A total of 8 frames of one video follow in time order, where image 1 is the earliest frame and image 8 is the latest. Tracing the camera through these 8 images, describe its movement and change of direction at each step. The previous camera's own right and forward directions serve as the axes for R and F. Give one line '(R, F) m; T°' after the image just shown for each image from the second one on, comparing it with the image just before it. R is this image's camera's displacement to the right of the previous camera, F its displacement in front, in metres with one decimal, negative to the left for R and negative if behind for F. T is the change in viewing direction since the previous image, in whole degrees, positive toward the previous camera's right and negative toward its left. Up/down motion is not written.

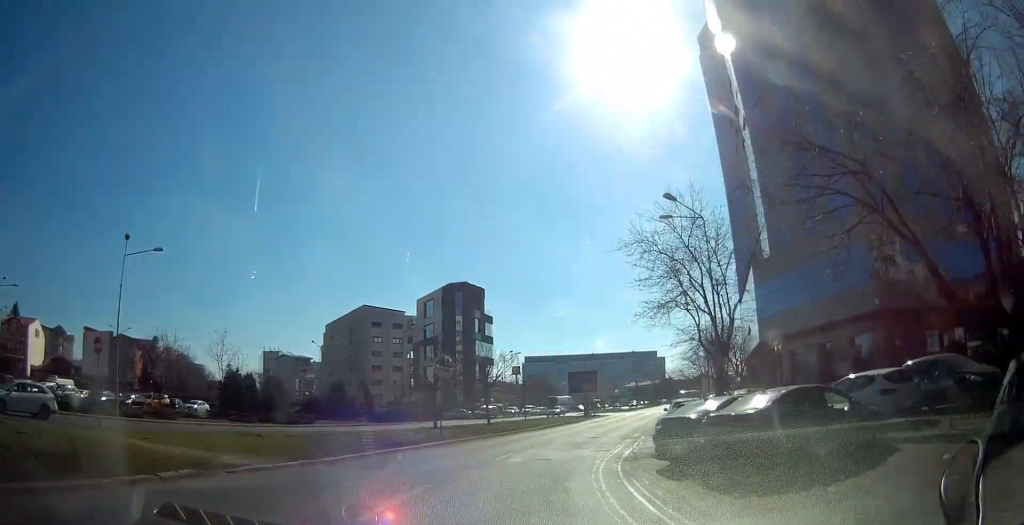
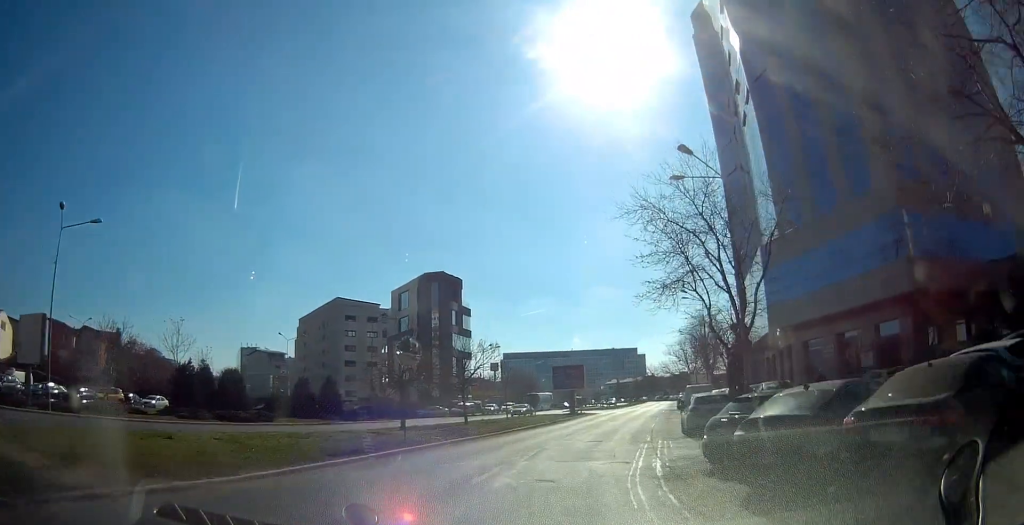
(0.0, +5.0) m; +1°
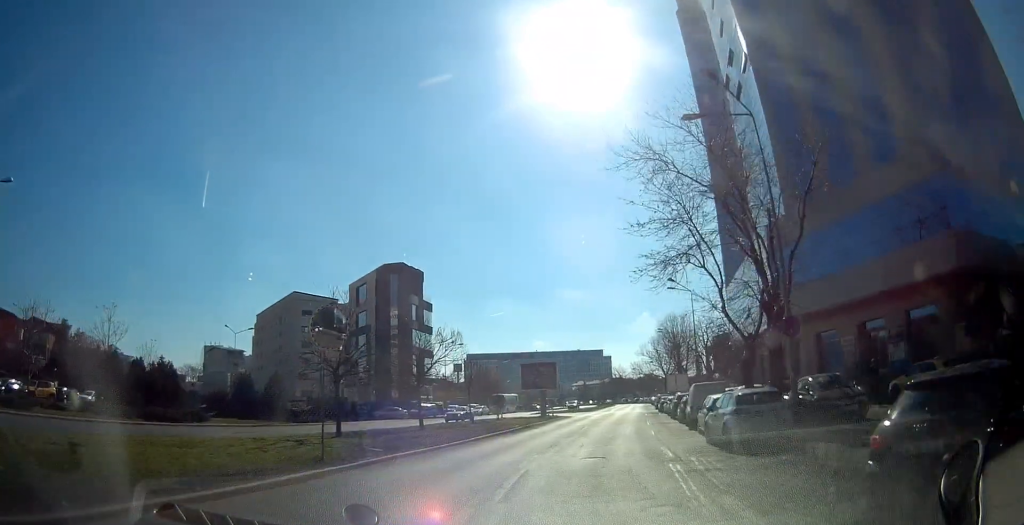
(-0.3, +6.0) m; +2°
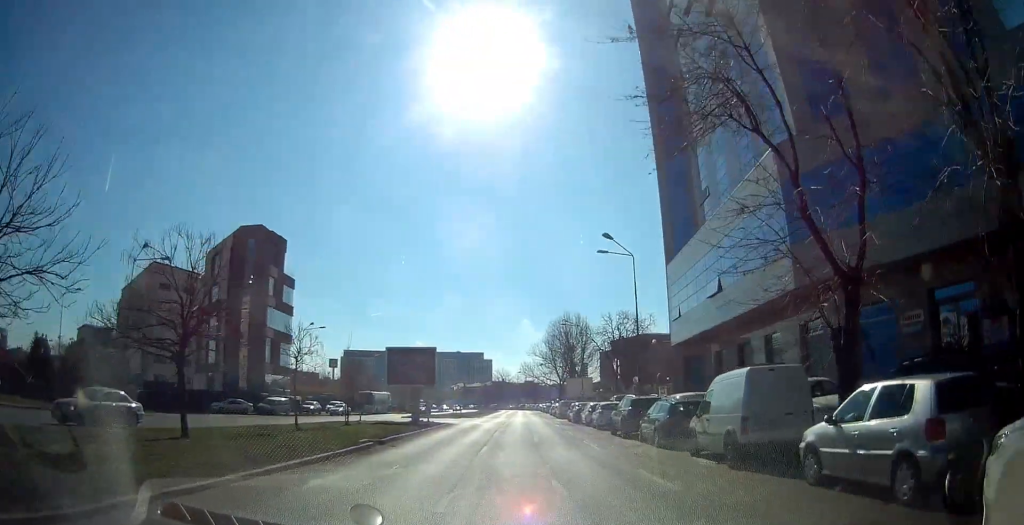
(+1.4, +14.0) m; +9°
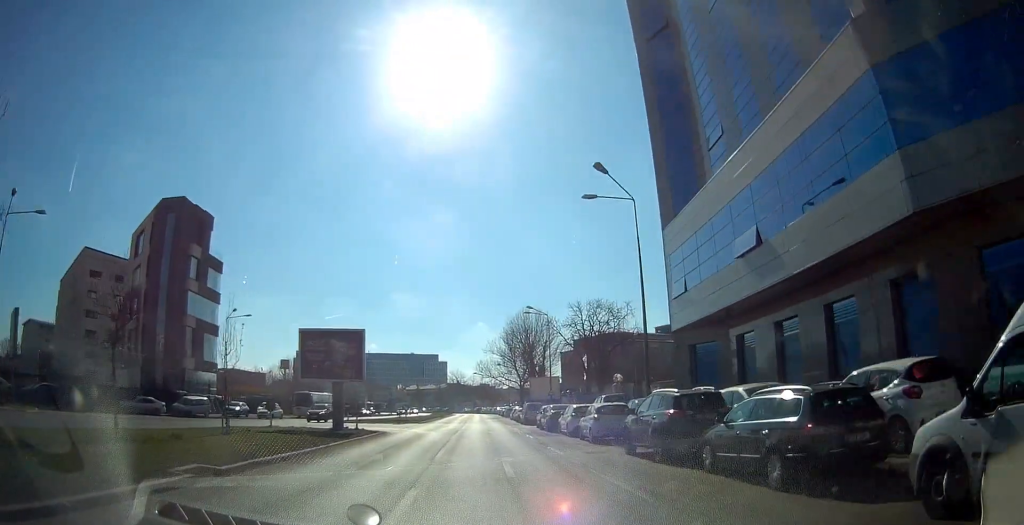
(+0.2, +9.5) m; +4°
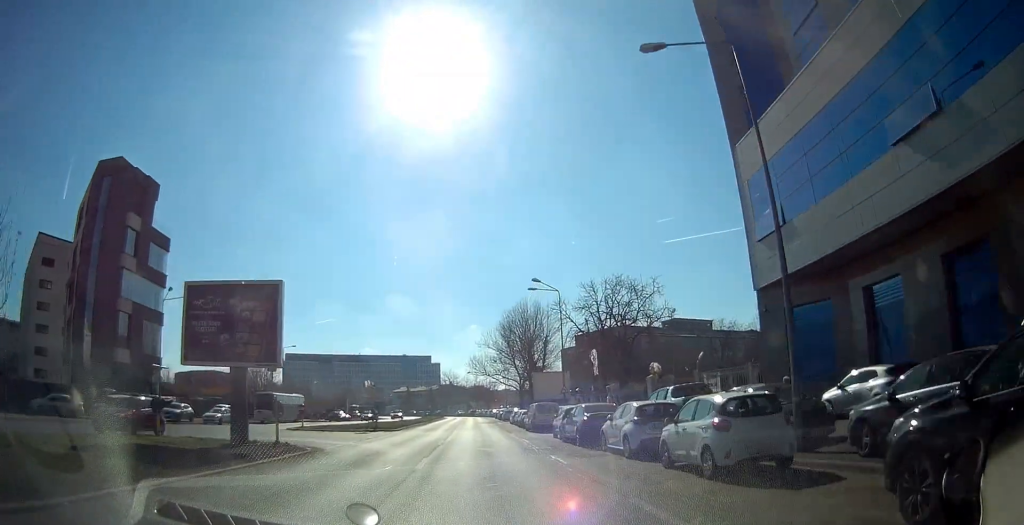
(+0.7, +11.1) m; +7°
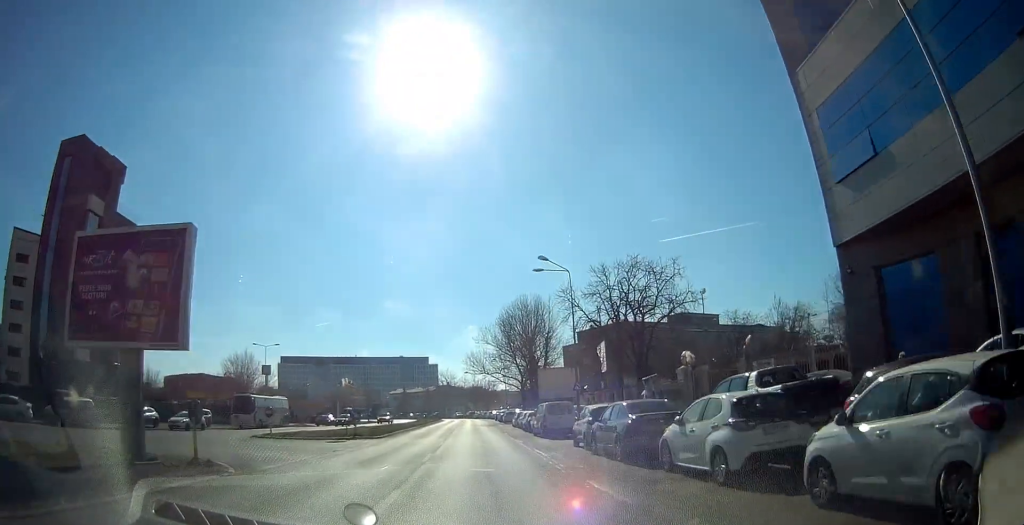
(+0.3, +5.9) m; +2°
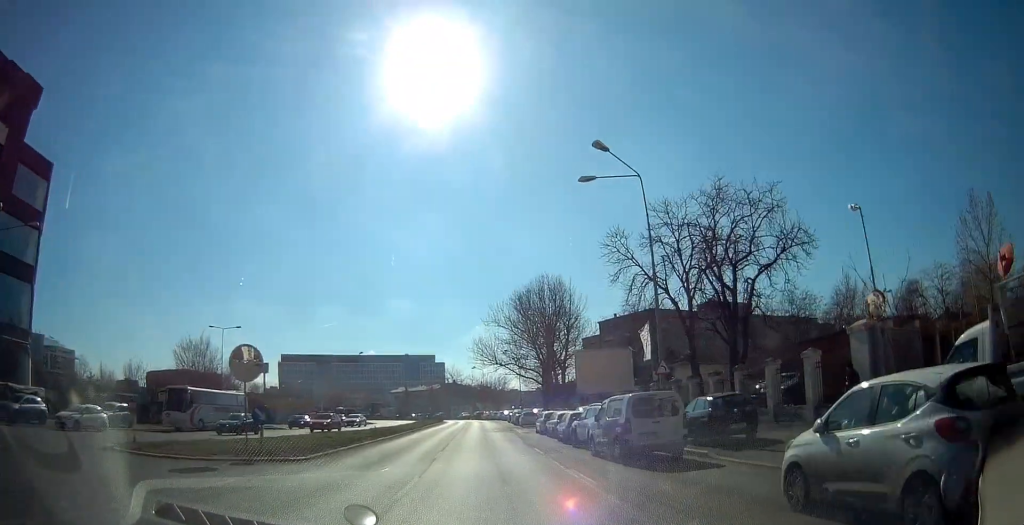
(+0.3, +14.9) m; 0°
